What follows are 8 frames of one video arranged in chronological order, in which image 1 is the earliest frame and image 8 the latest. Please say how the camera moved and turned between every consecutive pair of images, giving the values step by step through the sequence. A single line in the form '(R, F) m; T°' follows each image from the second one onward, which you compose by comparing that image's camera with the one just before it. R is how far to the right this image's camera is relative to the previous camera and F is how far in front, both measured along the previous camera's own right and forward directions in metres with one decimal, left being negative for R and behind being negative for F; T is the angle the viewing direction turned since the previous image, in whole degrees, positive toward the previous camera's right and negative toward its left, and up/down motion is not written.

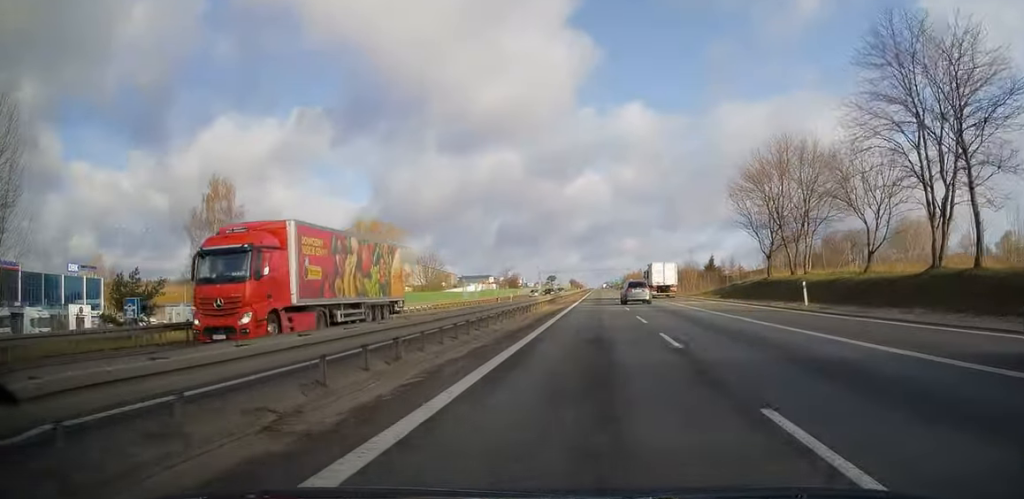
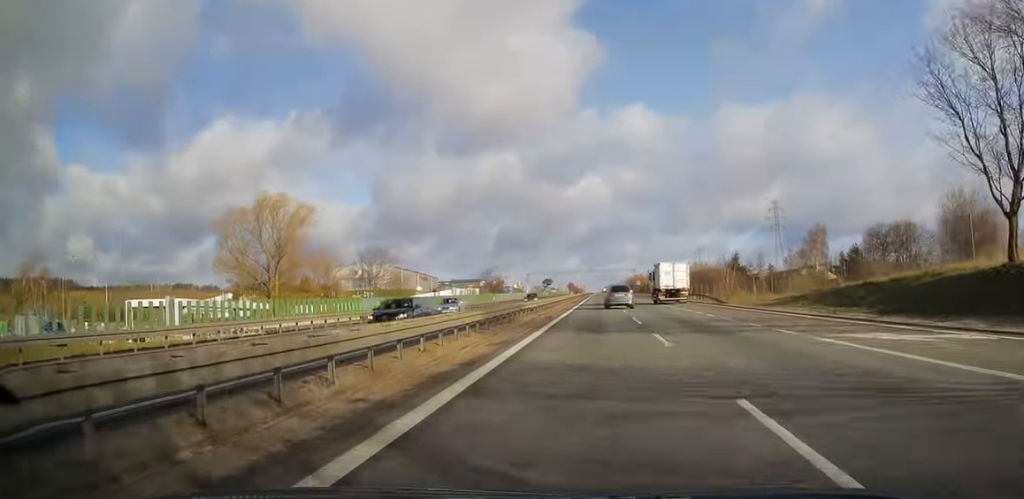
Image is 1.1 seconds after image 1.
(-0.2, +33.4) m; 0°
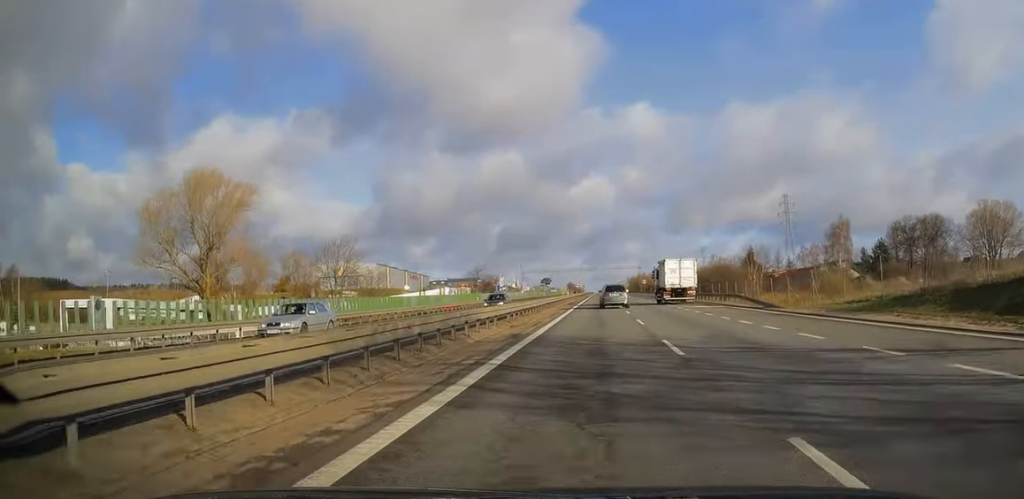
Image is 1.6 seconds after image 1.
(0.0, +14.1) m; 0°
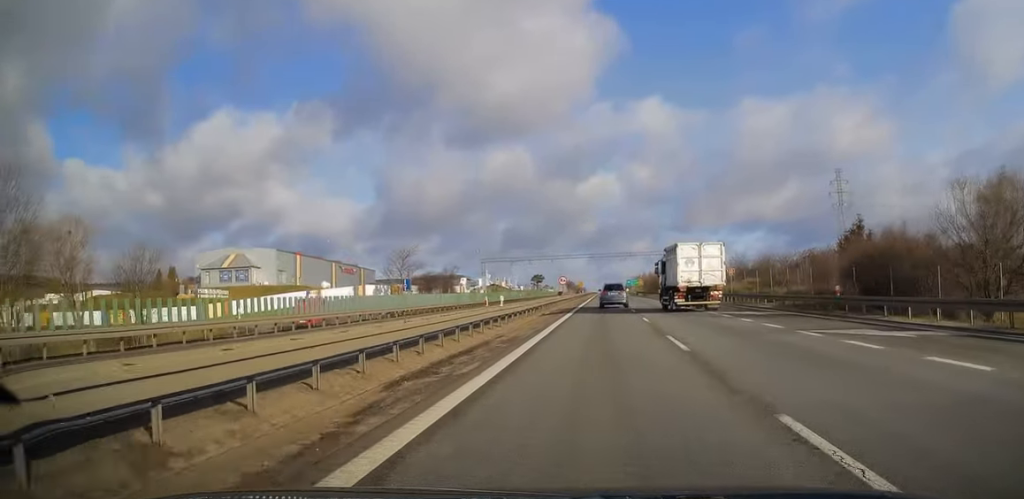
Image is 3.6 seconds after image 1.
(+0.5, +58.6) m; 0°
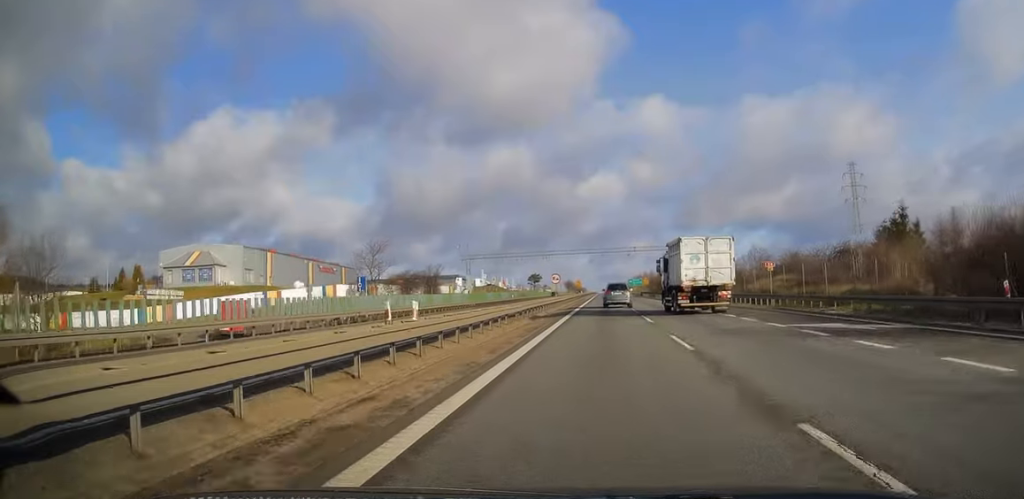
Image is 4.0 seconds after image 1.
(-0.1, +12.5) m; 0°
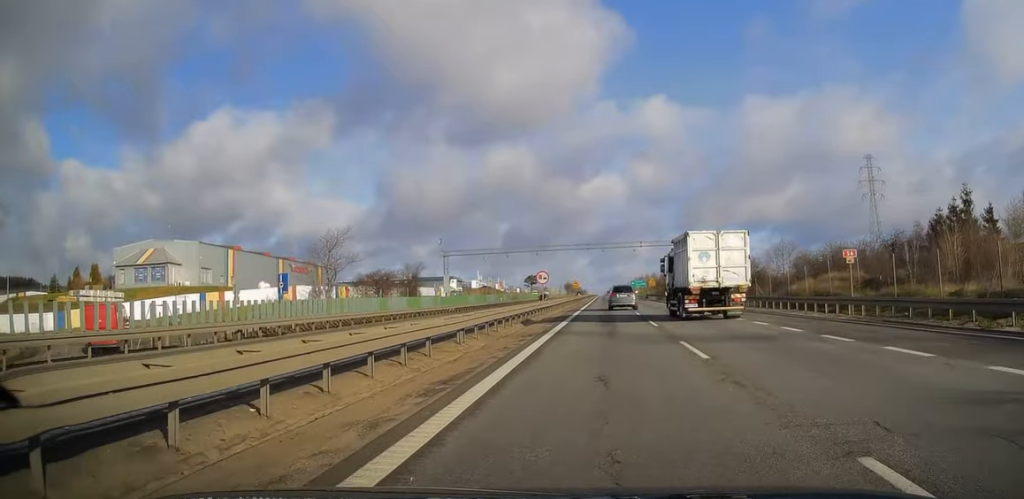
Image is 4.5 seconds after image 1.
(-0.1, +13.5) m; 0°
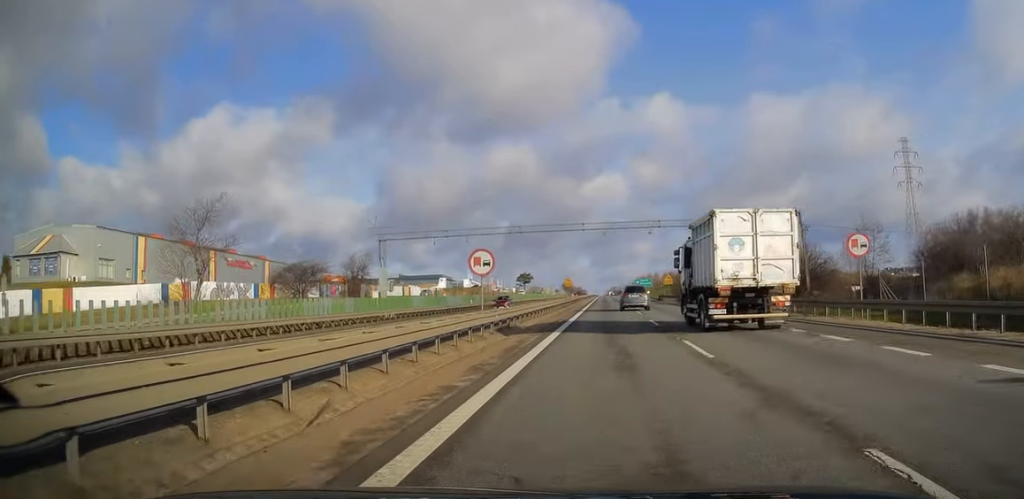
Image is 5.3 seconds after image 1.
(+0.1, +23.4) m; 0°
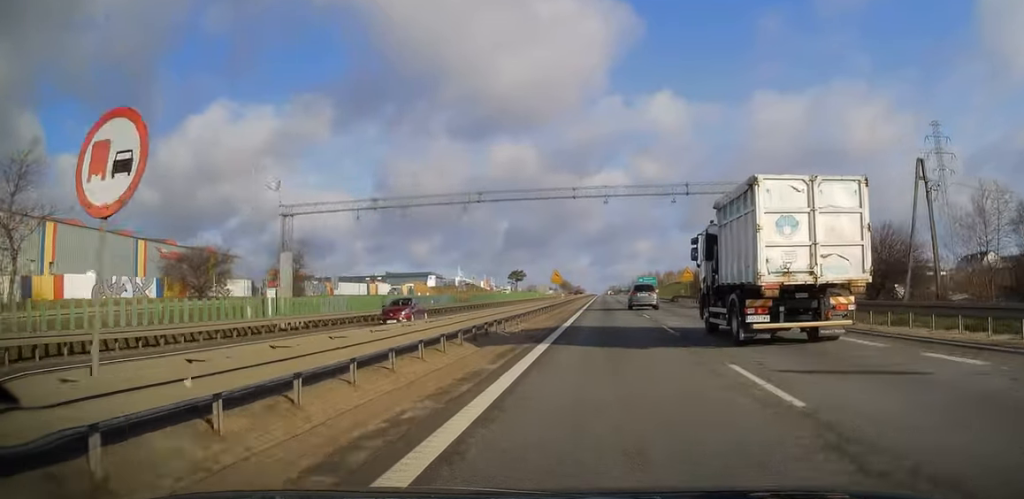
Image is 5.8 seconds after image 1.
(0.0, +17.5) m; 0°
